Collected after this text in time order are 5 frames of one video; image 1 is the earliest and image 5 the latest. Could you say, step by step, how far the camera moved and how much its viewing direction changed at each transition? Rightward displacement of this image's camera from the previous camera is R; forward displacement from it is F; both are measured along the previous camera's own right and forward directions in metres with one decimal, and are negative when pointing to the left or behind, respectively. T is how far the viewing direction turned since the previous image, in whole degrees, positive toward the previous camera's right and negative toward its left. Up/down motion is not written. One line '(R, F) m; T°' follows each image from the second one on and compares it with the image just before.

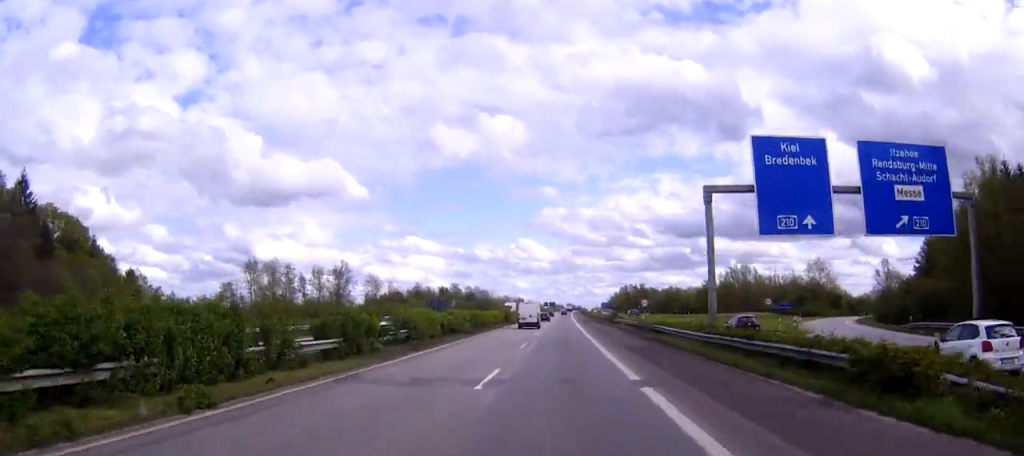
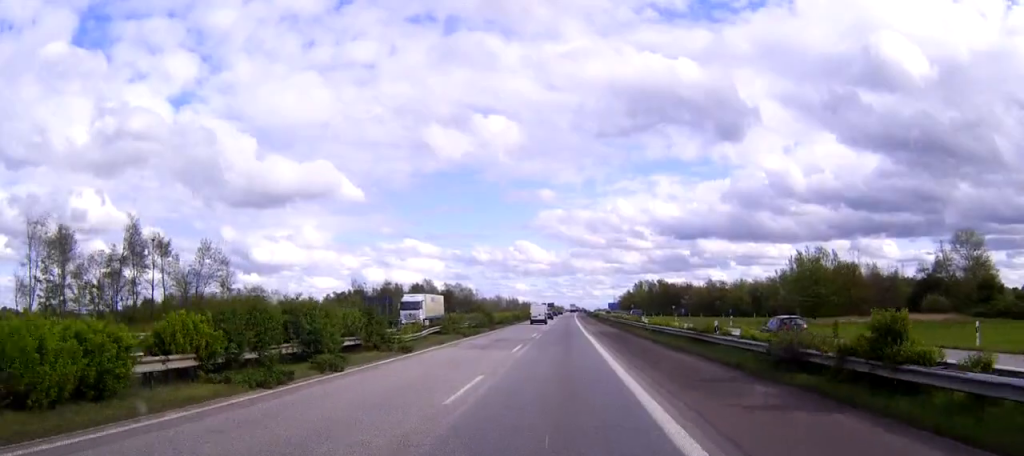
(-0.2, +74.6) m; 0°
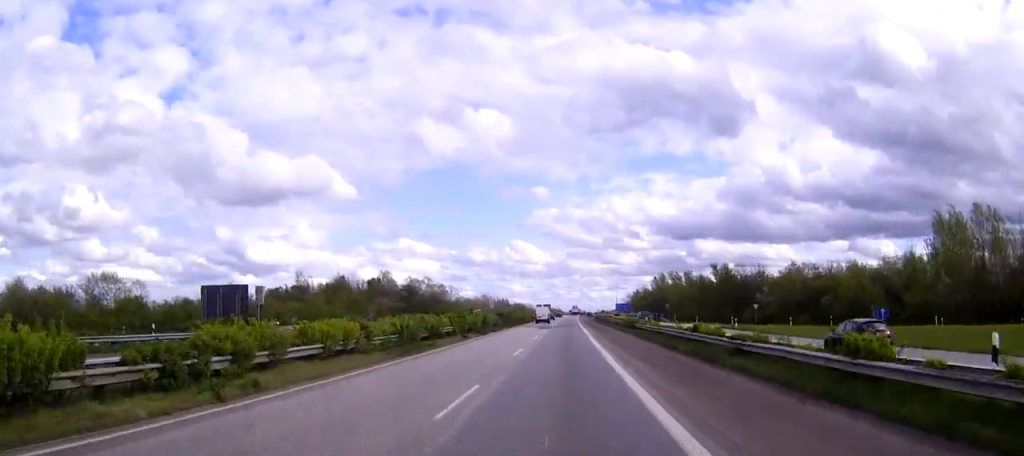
(+0.3, +73.7) m; 0°
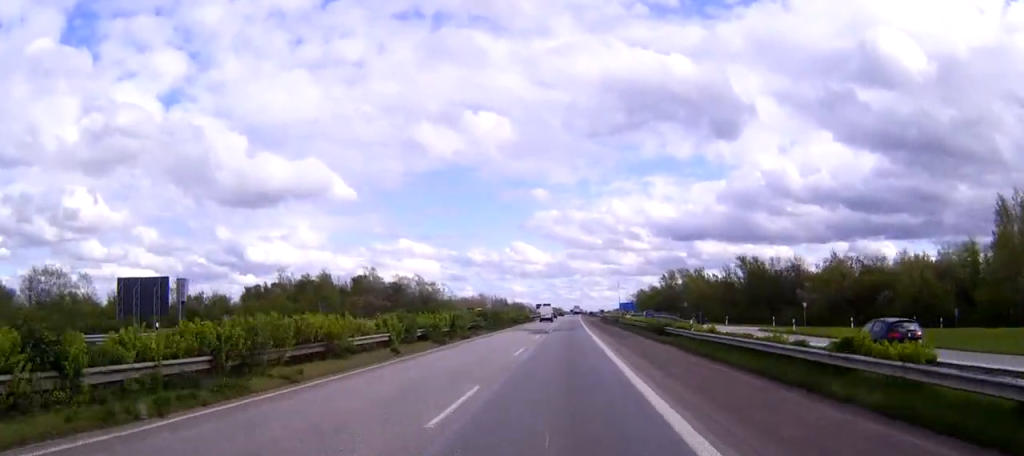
(0.0, +19.4) m; 0°
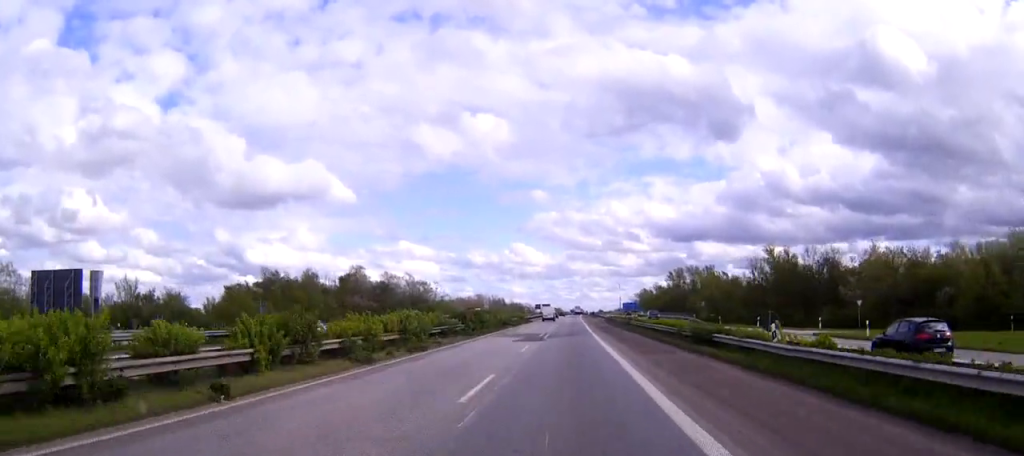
(0.0, +14.7) m; 0°
